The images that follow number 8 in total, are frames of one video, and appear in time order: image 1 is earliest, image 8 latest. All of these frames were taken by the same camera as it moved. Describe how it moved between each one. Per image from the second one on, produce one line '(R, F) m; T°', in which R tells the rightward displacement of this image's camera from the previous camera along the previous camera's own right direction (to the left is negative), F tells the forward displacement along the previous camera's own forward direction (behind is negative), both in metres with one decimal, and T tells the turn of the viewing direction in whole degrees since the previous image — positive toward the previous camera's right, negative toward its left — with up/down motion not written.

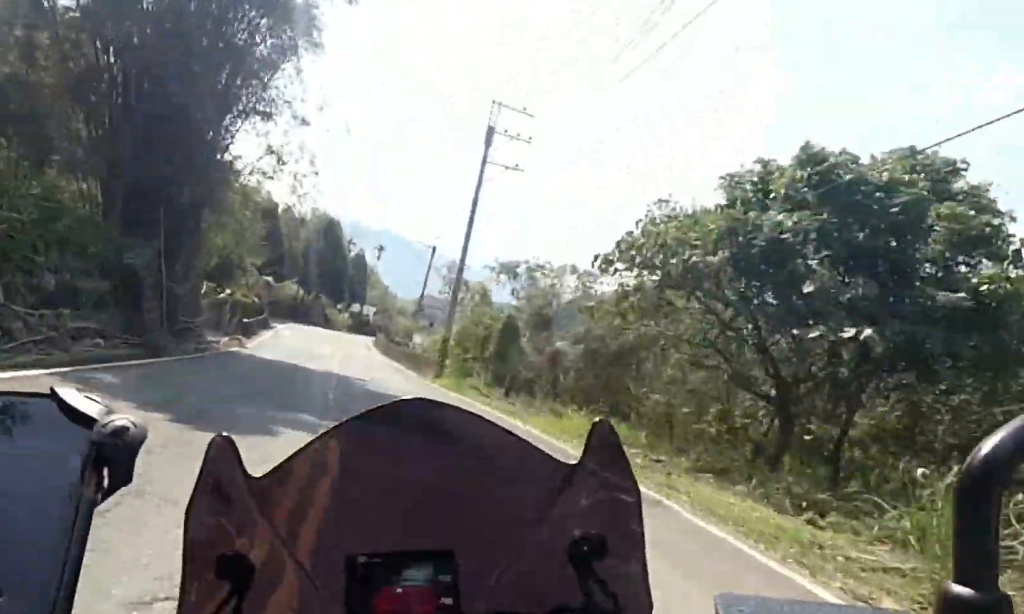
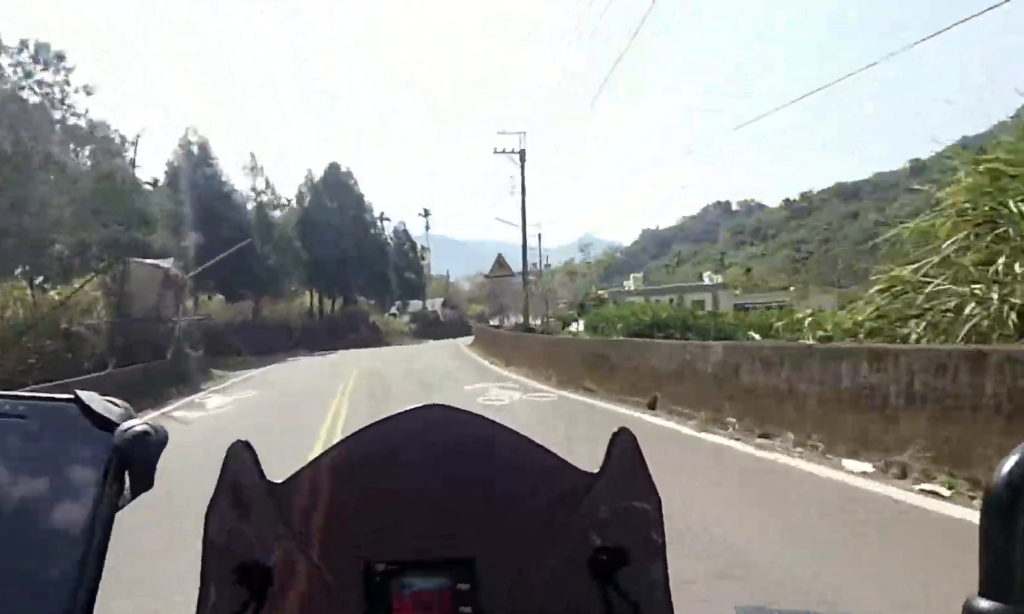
(-1.5, +29.1) m; -2°
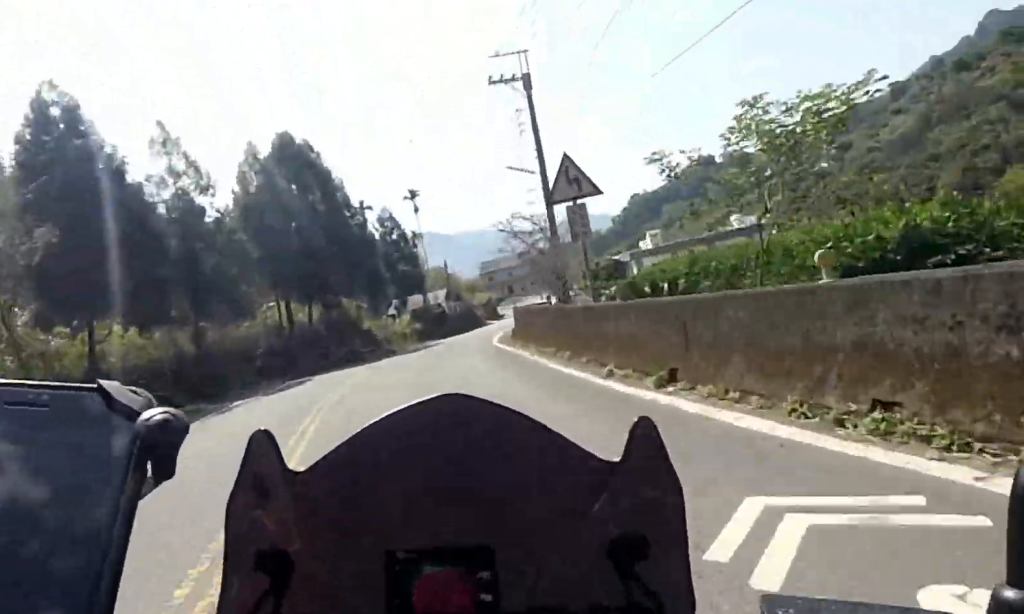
(+0.1, +9.9) m; +1°
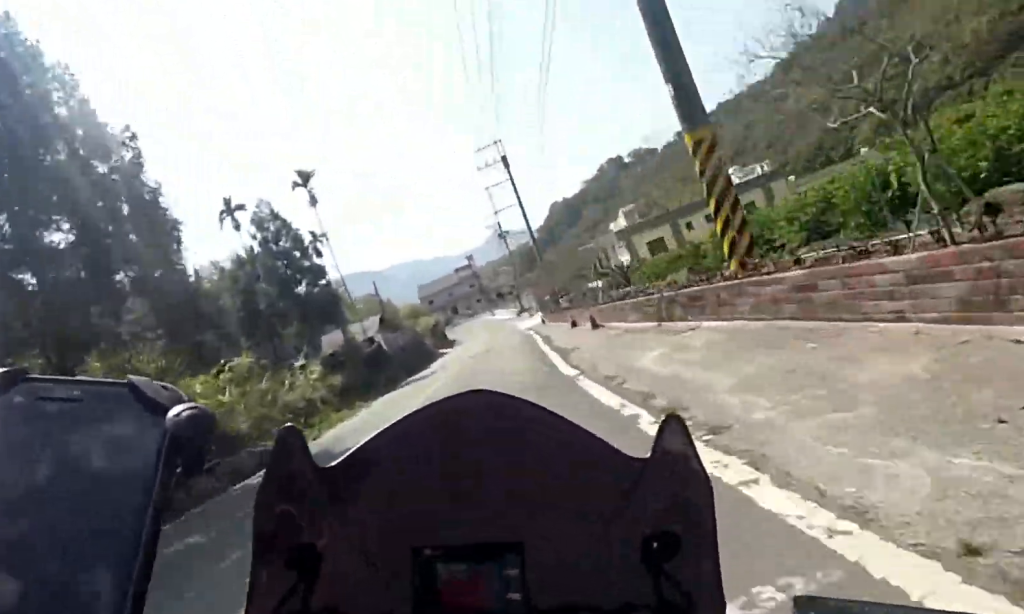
(0.0, +21.4) m; +3°
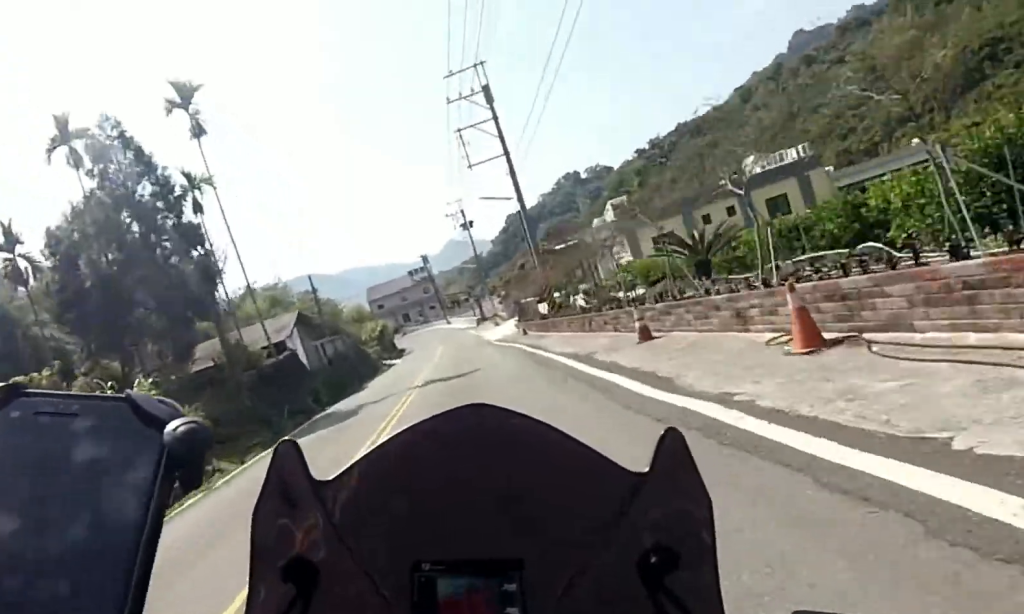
(+0.6, +12.3) m; +4°
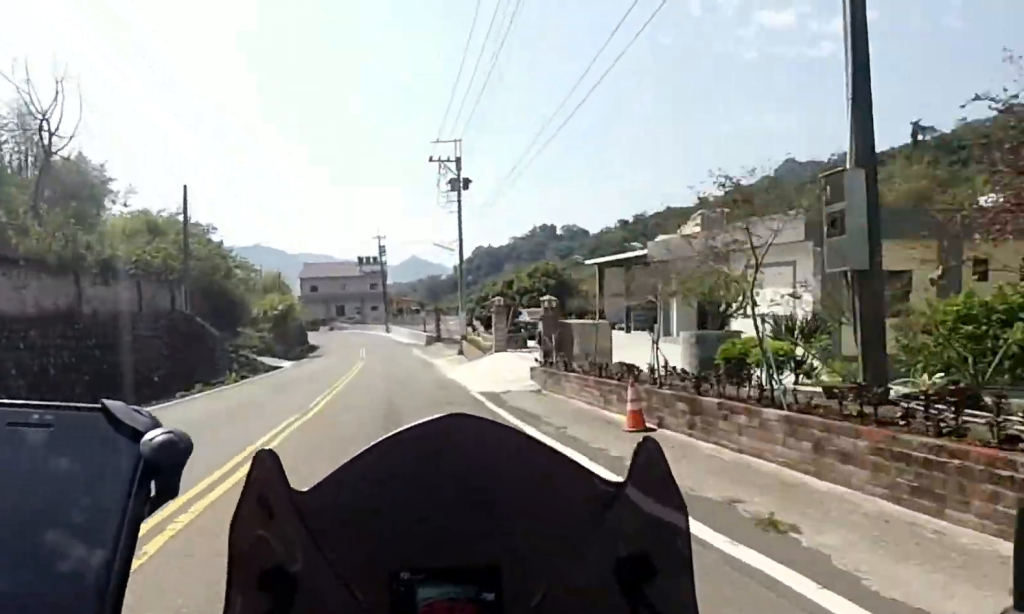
(+1.5, +22.4) m; +1°
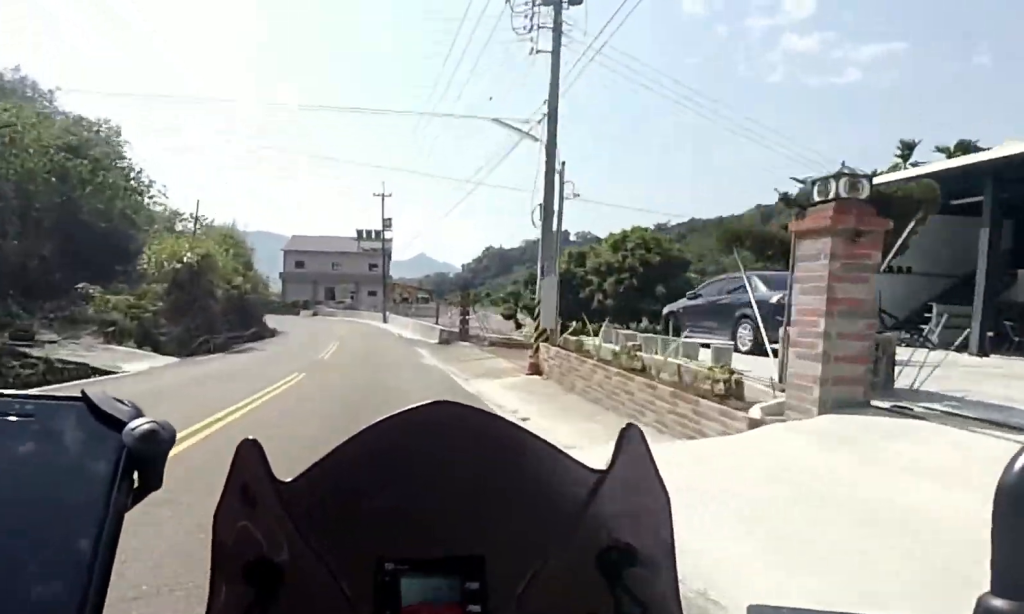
(-0.6, +18.9) m; -4°
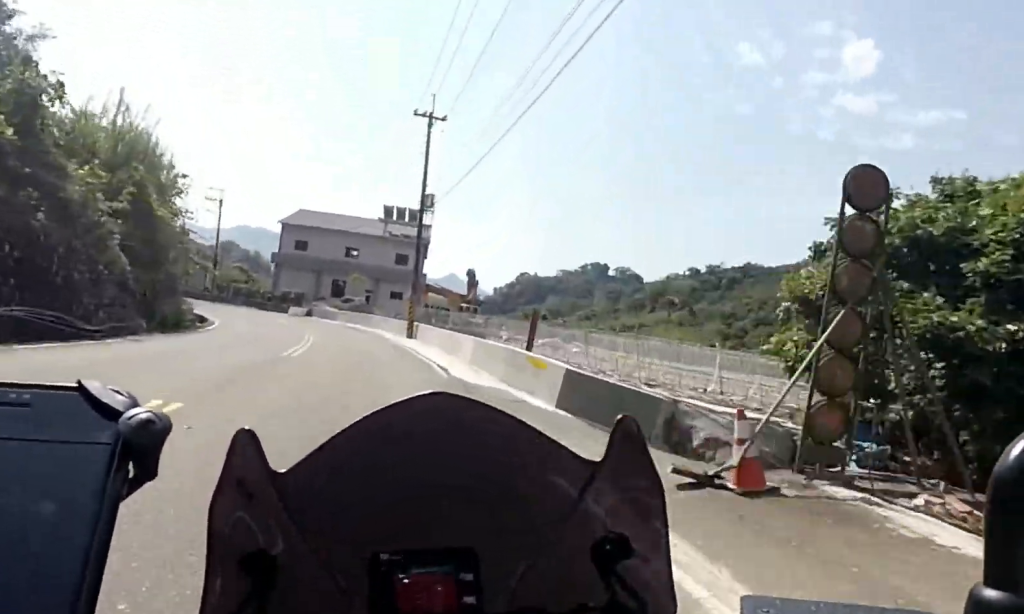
(-0.7, +23.4) m; -2°
